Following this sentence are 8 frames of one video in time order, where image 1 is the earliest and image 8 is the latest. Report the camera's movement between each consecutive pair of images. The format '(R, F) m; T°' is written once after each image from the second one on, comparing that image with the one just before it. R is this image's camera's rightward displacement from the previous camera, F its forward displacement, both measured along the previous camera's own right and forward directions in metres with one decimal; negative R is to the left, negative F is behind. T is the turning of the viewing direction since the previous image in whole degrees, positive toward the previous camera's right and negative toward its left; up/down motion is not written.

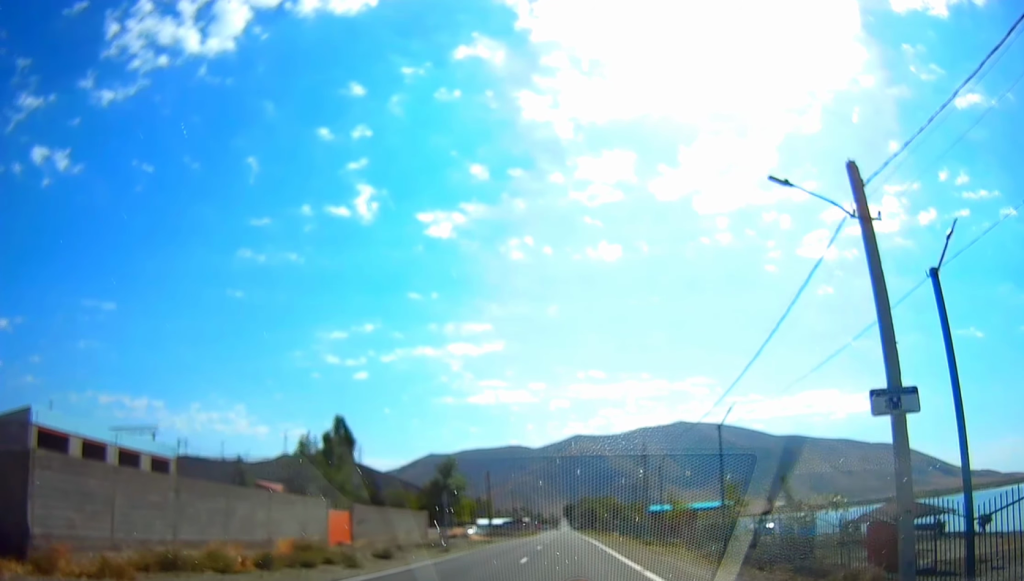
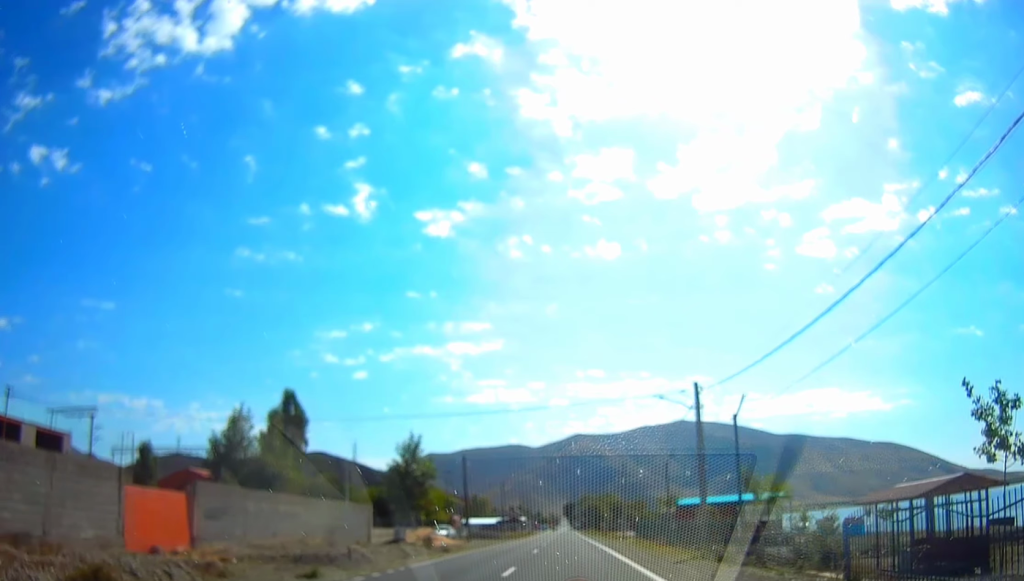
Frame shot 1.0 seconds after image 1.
(+0.1, +18.5) m; 0°
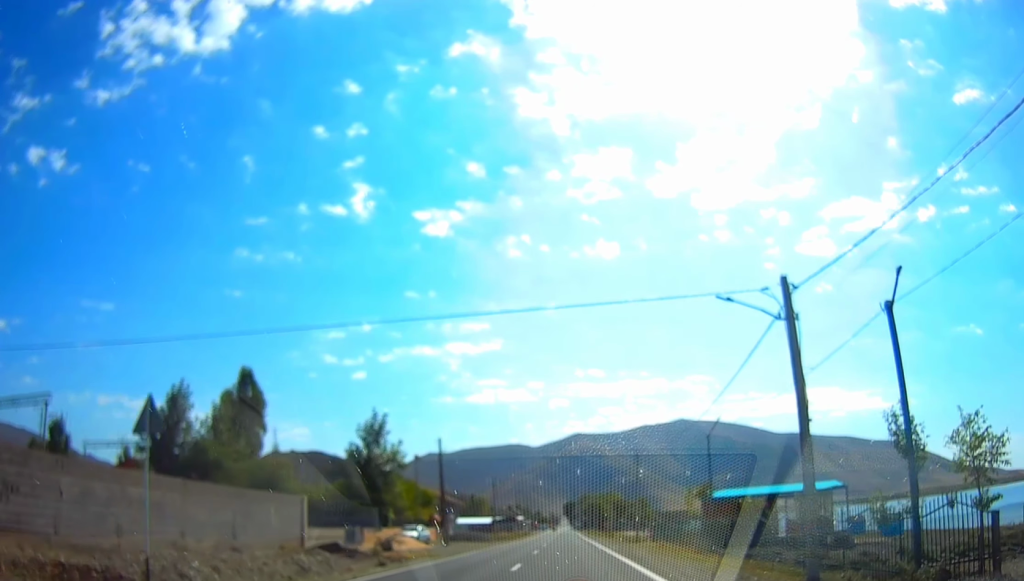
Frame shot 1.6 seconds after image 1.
(+0.1, +11.4) m; 0°
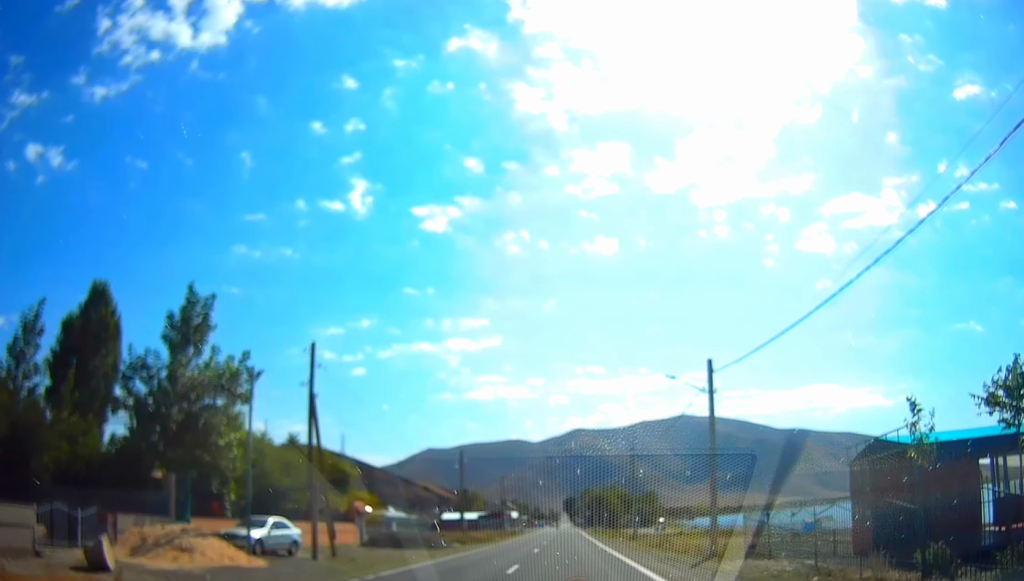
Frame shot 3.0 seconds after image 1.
(0.0, +25.9) m; 0°
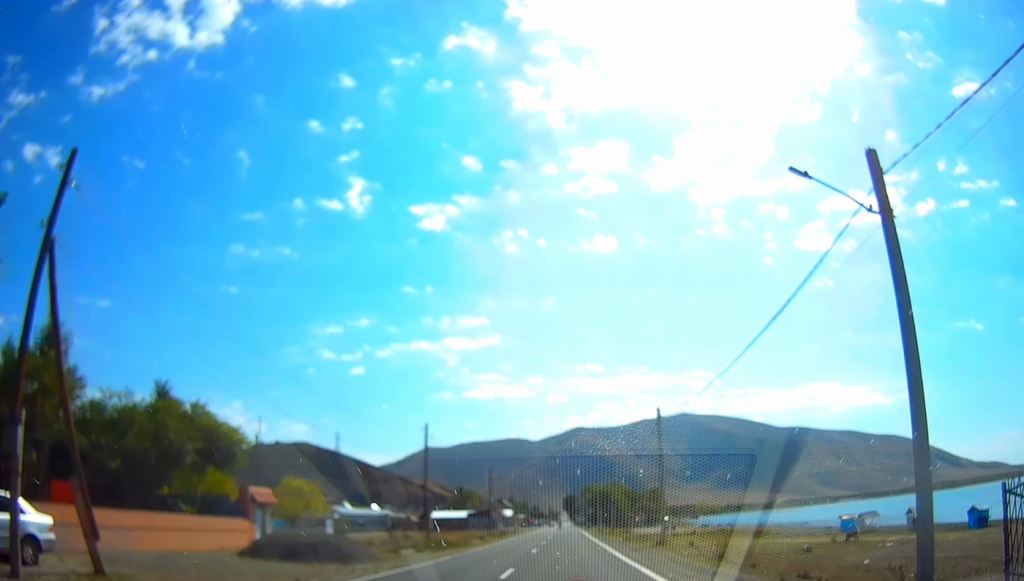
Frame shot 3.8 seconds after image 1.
(0.0, +15.2) m; -1°
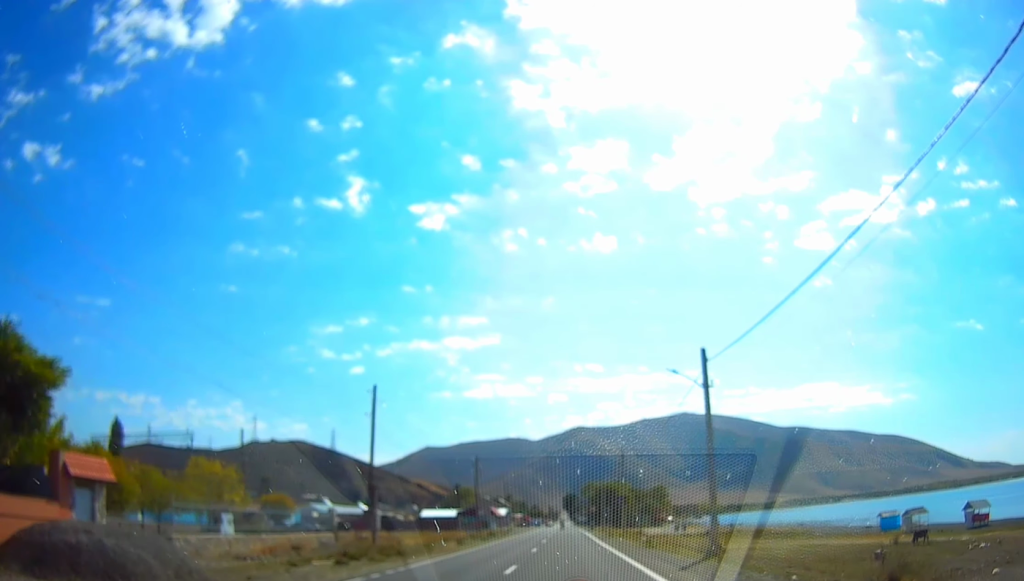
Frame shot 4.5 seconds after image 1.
(-0.1, +12.1) m; -1°
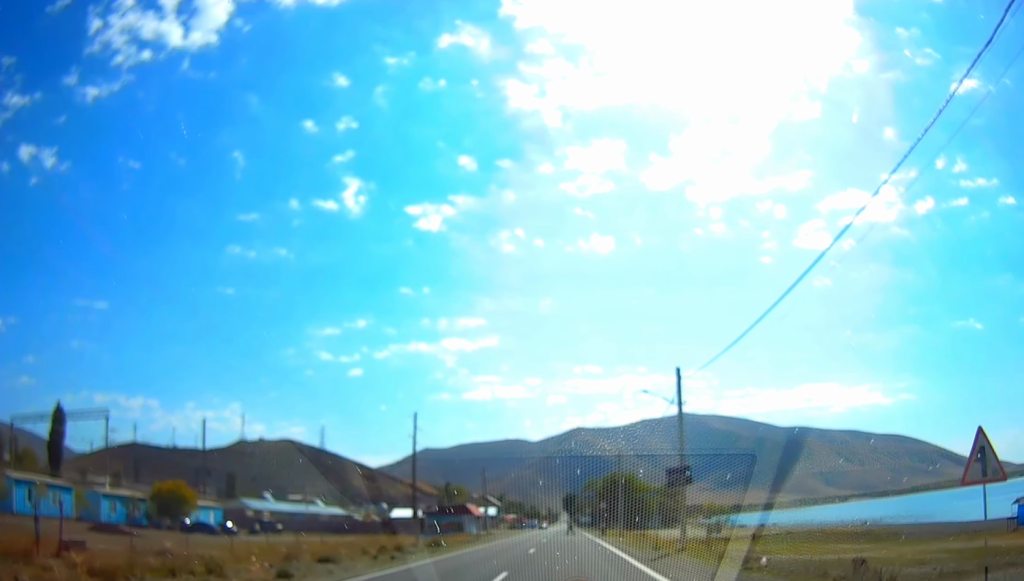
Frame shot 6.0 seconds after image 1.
(0.0, +27.5) m; 0°
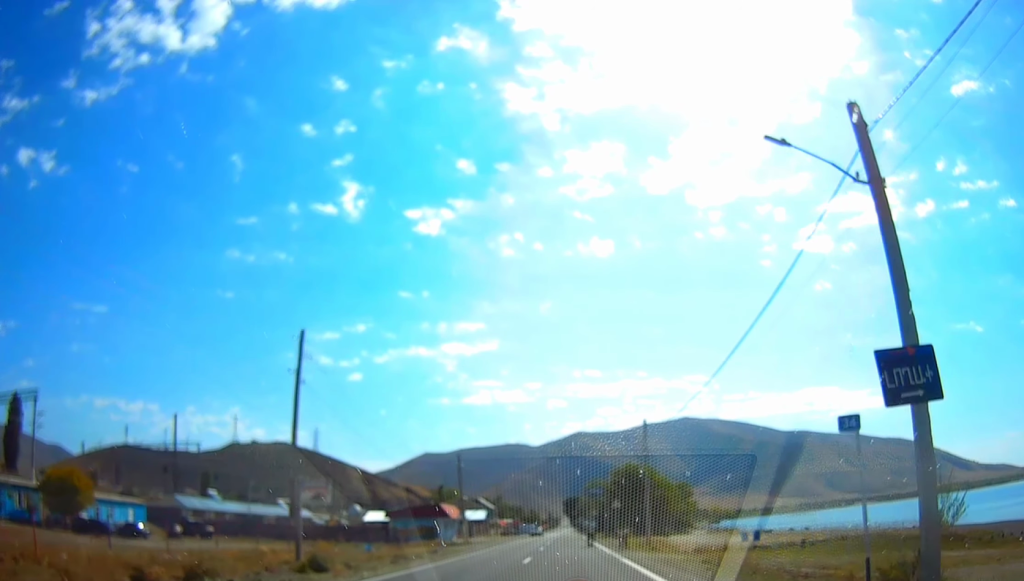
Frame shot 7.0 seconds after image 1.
(+0.1, +18.8) m; 0°
